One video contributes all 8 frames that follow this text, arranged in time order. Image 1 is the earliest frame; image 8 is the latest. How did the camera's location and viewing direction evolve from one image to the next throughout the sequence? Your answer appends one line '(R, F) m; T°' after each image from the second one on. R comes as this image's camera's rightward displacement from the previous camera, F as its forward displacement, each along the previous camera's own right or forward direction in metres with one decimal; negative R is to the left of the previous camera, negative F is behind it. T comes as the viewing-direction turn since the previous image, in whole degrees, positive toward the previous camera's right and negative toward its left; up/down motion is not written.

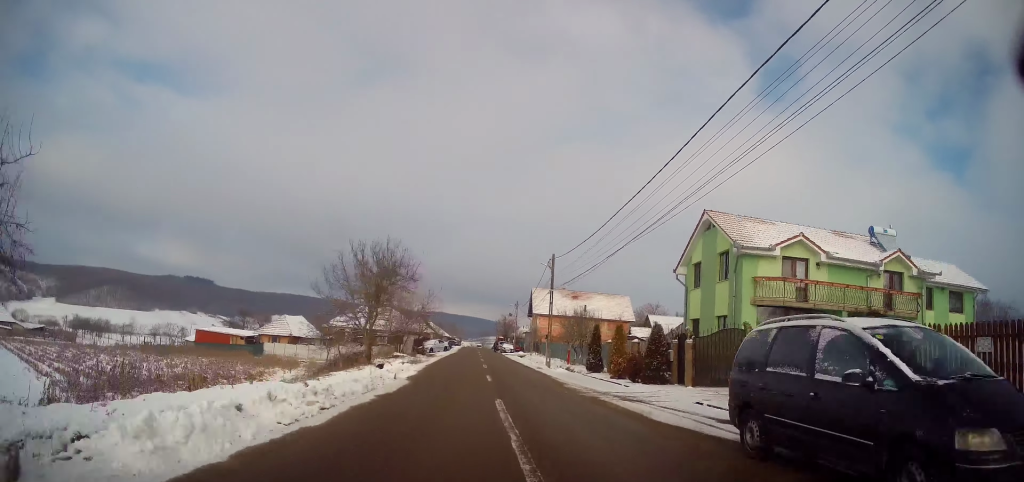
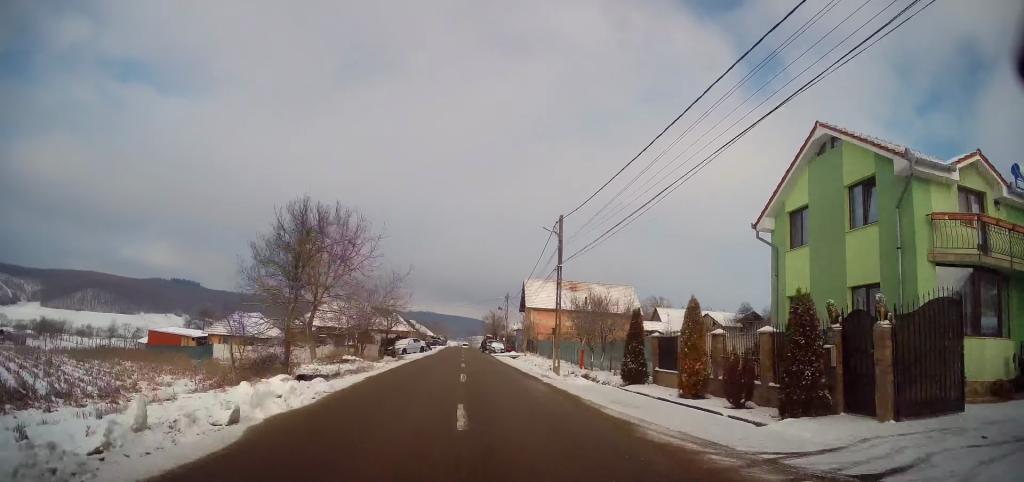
(0.0, +10.4) m; +2°
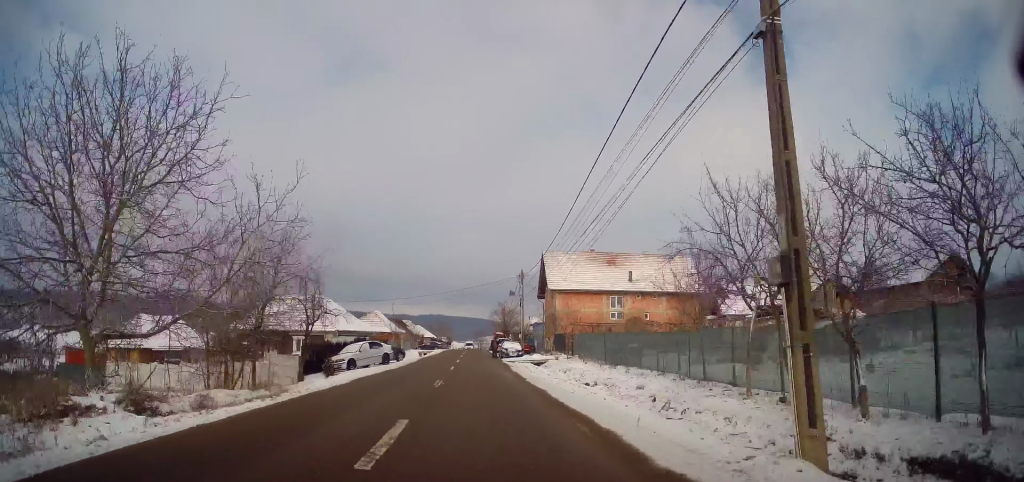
(+0.6, +20.1) m; 0°
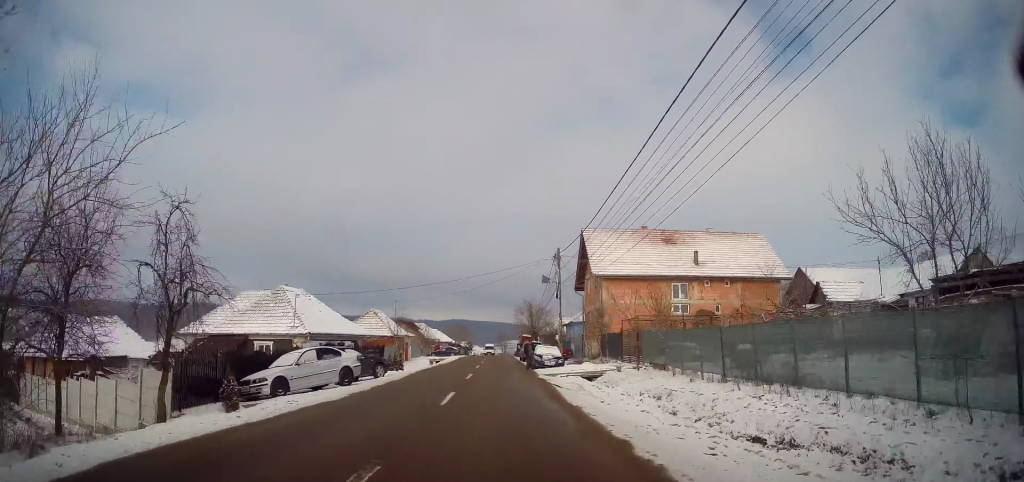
(-0.5, +12.6) m; -3°
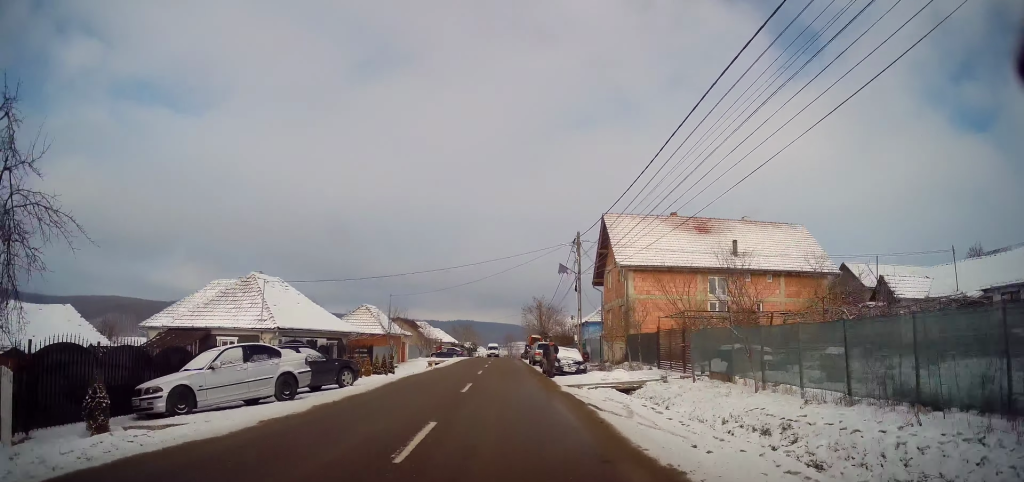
(-0.2, +6.0) m; 0°
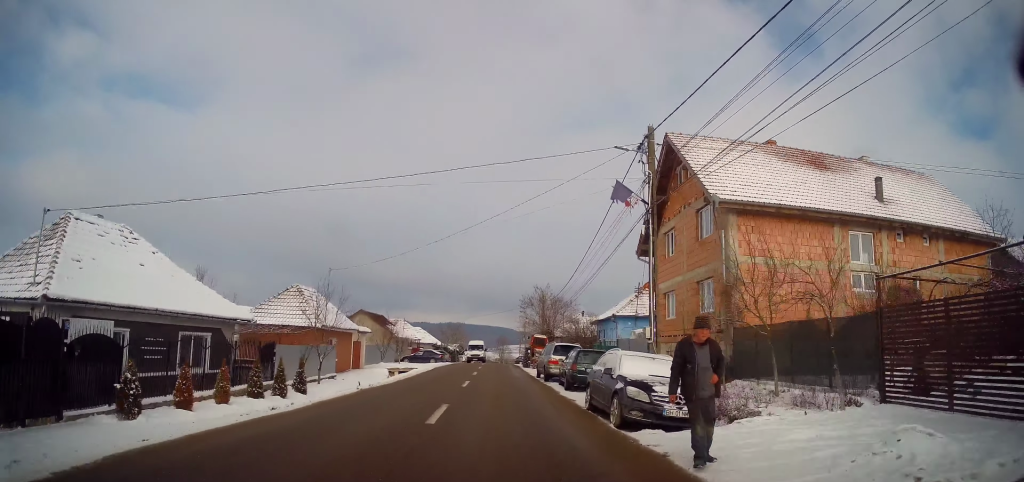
(+0.2, +15.6) m; +1°
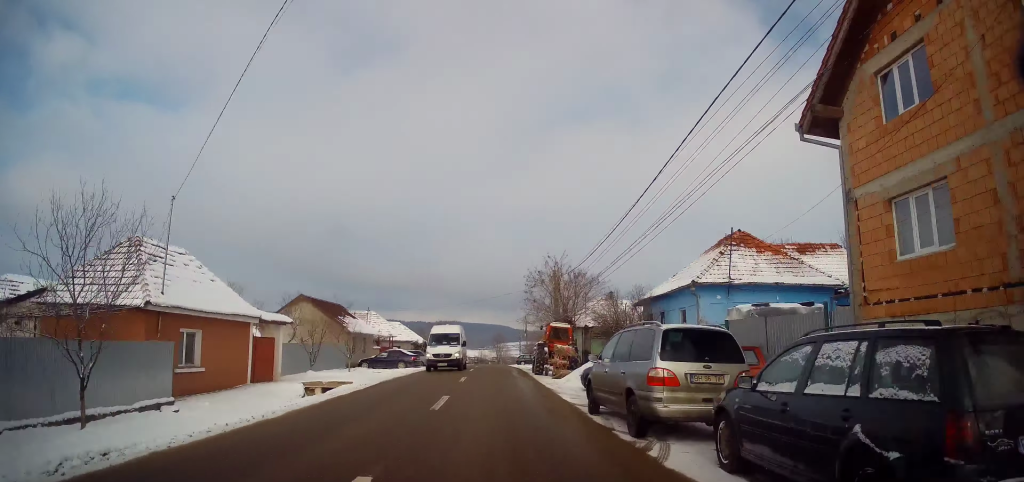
(-0.1, +15.3) m; -1°
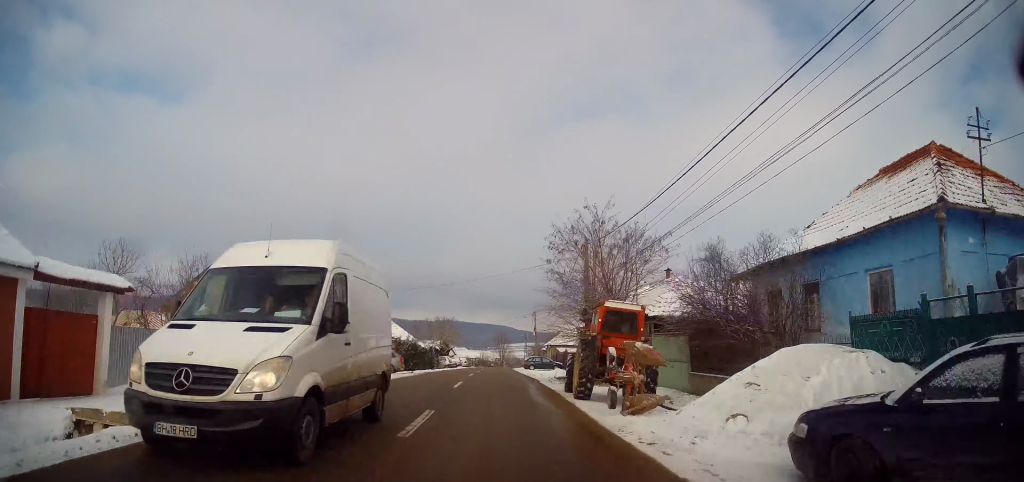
(-0.1, +12.6) m; 0°
